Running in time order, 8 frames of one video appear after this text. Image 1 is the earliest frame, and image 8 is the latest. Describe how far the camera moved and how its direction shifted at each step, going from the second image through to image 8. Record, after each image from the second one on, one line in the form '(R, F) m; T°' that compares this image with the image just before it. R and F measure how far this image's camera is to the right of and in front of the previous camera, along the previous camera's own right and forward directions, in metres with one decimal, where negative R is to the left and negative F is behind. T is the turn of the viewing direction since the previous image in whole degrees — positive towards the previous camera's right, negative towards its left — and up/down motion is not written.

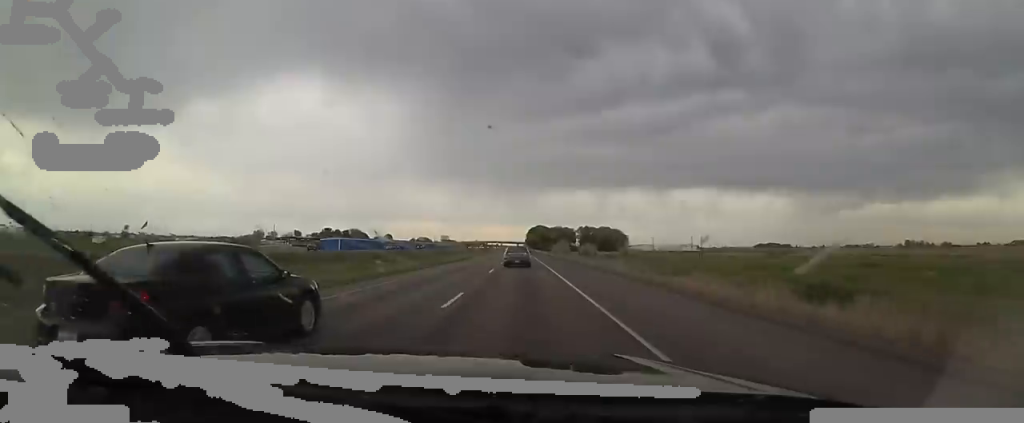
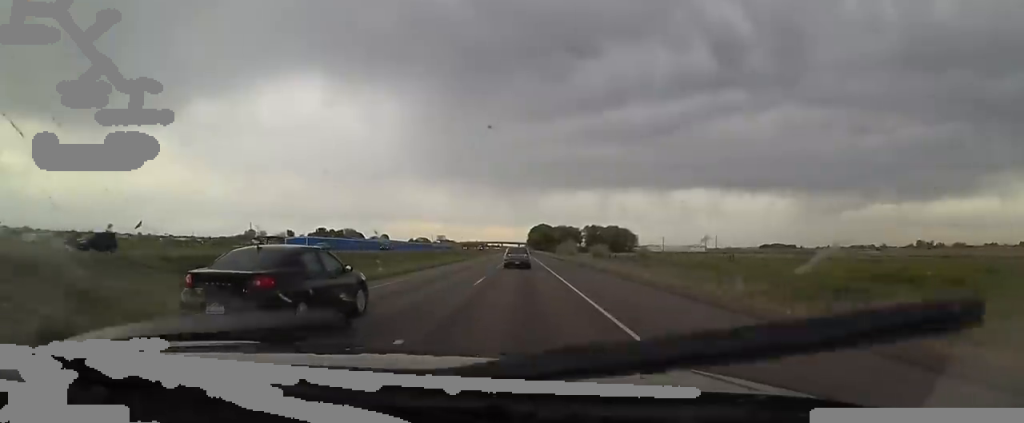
(0.0, +22.7) m; 0°
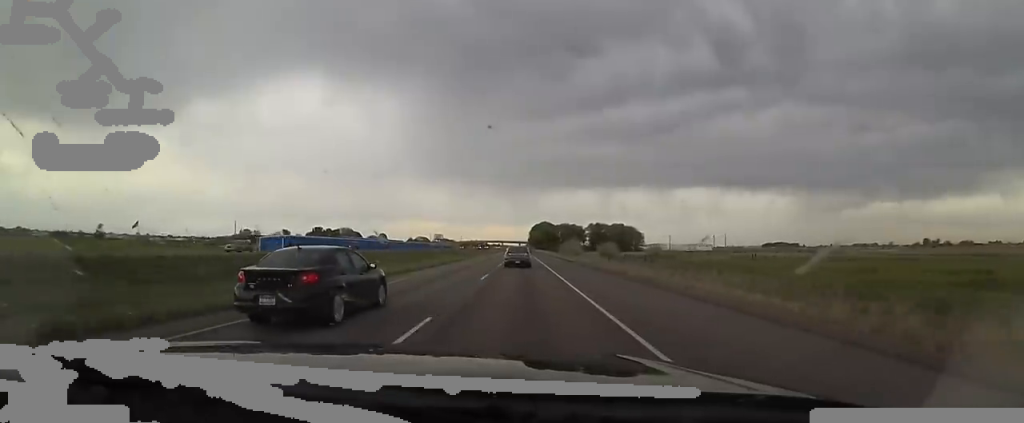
(0.0, +12.6) m; -1°
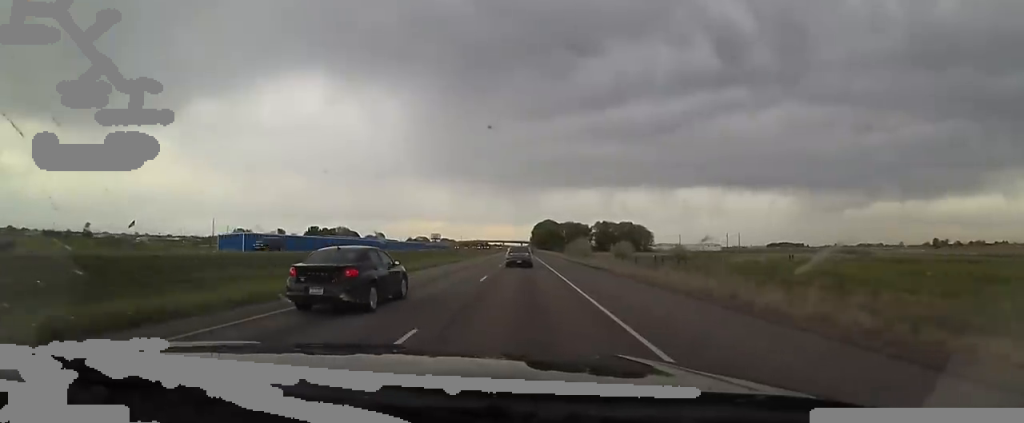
(-0.2, +16.5) m; -1°
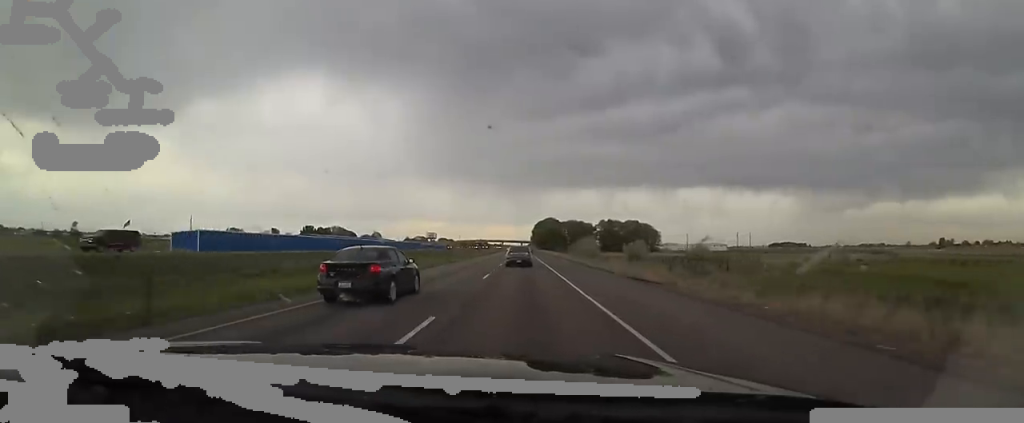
(0.0, +13.6) m; -1°
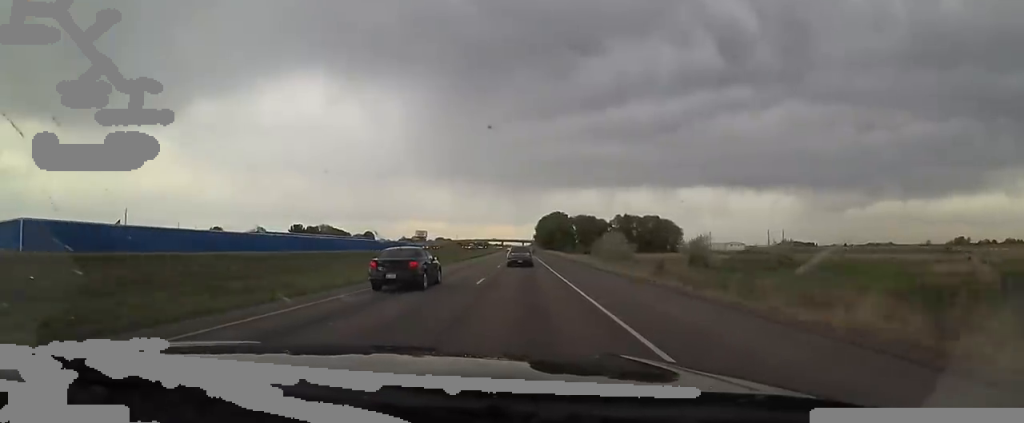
(-0.7, +33.1) m; 0°
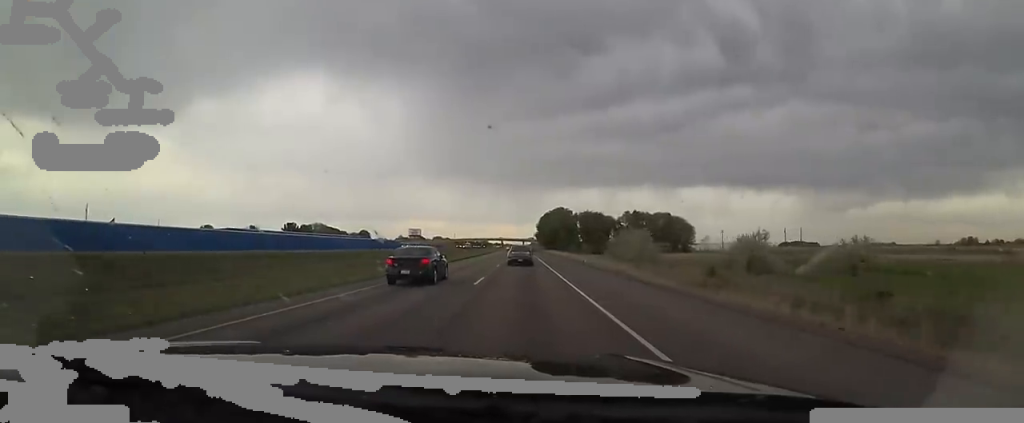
(+0.3, +15.6) m; +1°
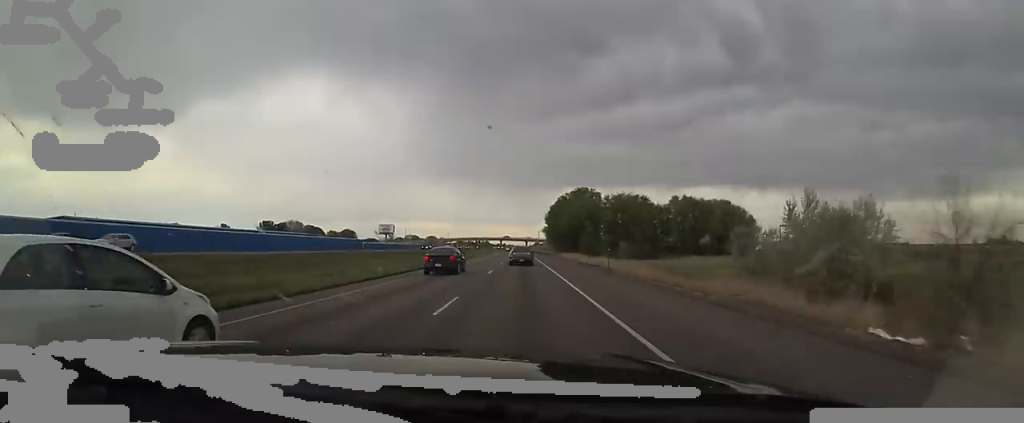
(+0.5, +53.6) m; +1°
